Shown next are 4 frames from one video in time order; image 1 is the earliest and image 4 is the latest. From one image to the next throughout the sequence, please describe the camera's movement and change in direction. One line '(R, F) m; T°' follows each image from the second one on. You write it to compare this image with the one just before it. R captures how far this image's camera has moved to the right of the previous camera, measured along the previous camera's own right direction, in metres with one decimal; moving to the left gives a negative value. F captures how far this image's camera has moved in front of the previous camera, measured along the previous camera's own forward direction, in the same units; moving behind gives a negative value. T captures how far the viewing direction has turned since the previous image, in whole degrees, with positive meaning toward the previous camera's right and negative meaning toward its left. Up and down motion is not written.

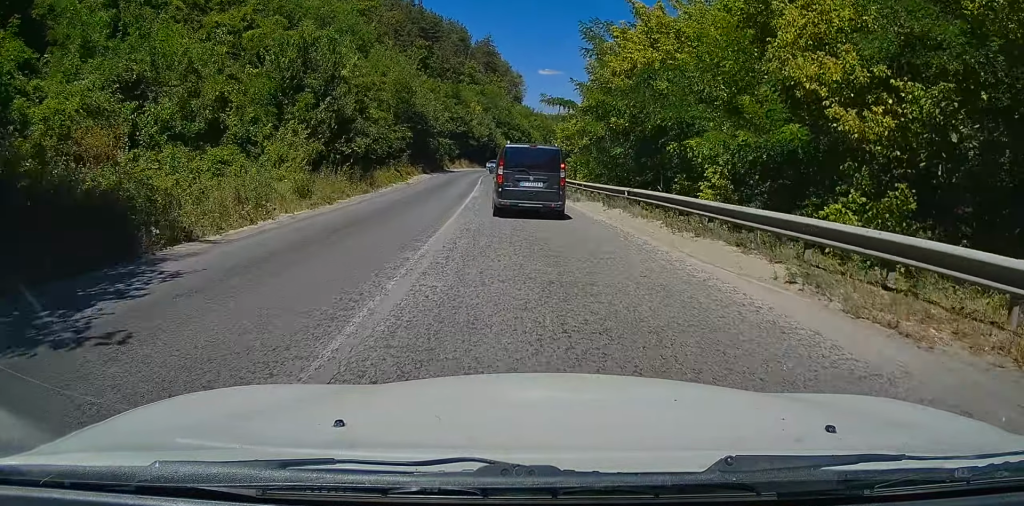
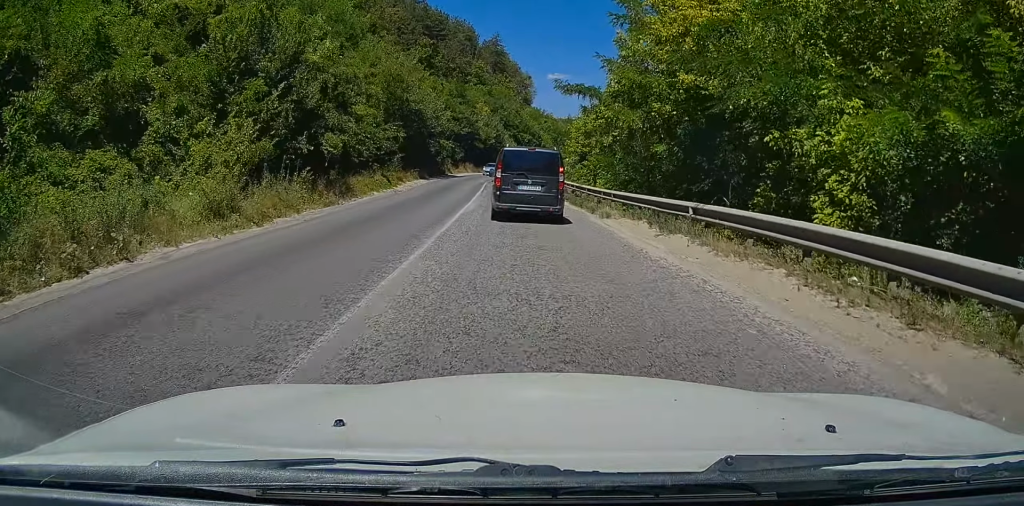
(-0.1, +6.6) m; -1°
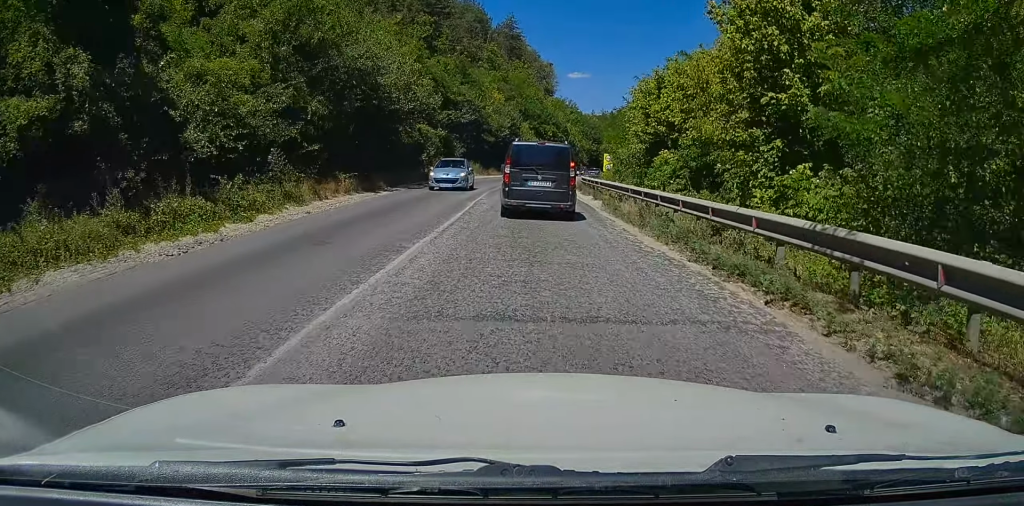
(-0.8, +21.8) m; -2°
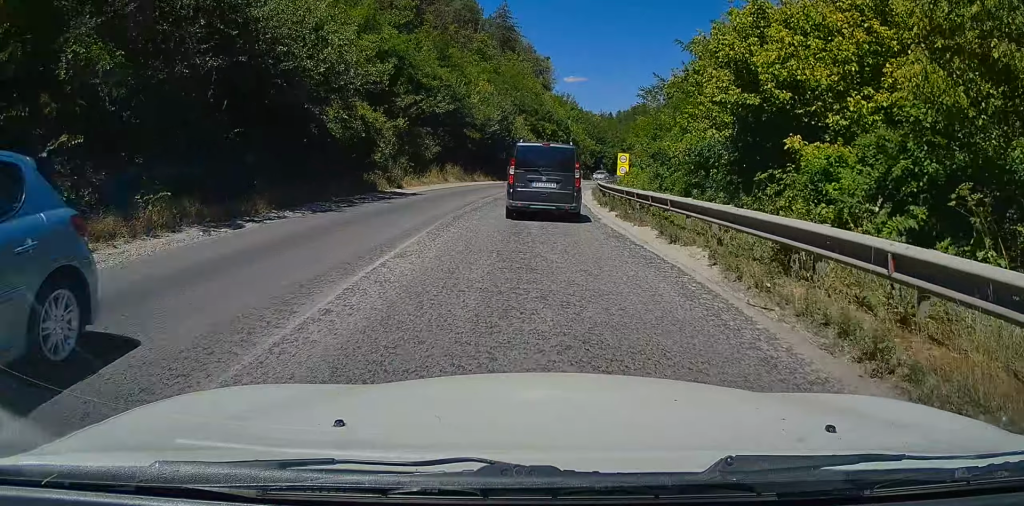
(0.0, +12.4) m; +1°
